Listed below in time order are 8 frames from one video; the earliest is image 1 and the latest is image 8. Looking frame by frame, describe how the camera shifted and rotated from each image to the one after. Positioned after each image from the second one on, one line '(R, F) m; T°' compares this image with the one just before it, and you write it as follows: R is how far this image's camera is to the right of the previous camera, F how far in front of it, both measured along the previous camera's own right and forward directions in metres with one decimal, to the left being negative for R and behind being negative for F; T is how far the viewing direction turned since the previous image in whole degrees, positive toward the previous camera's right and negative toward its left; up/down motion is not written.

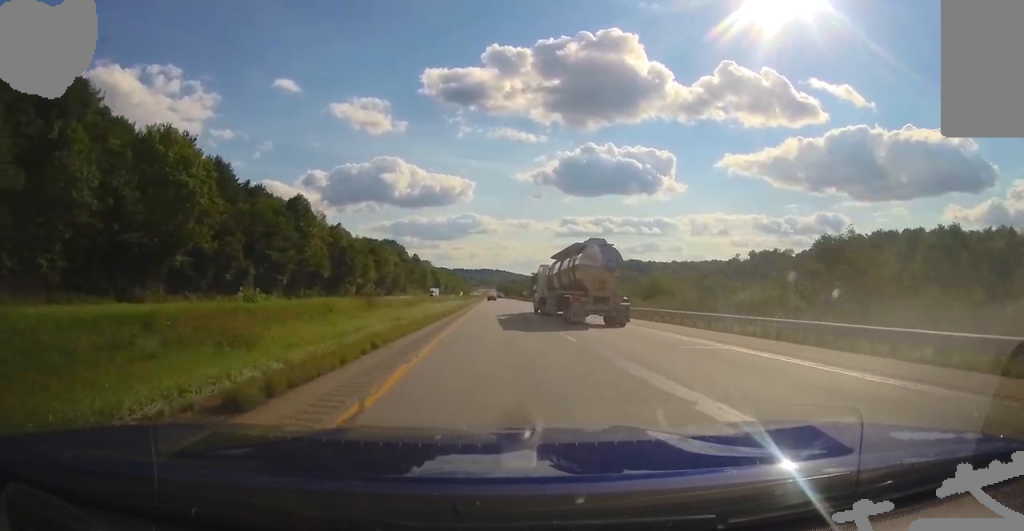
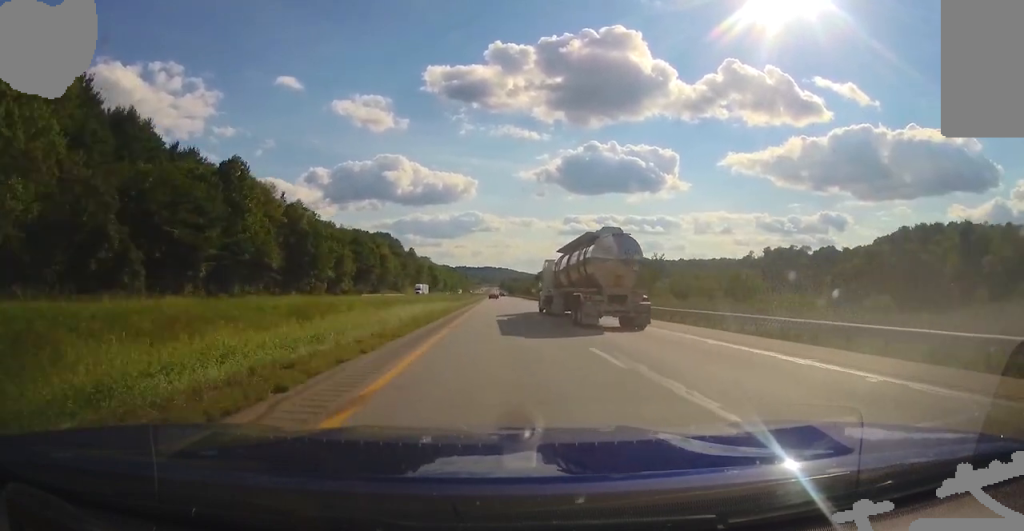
(0.0, +30.2) m; 0°
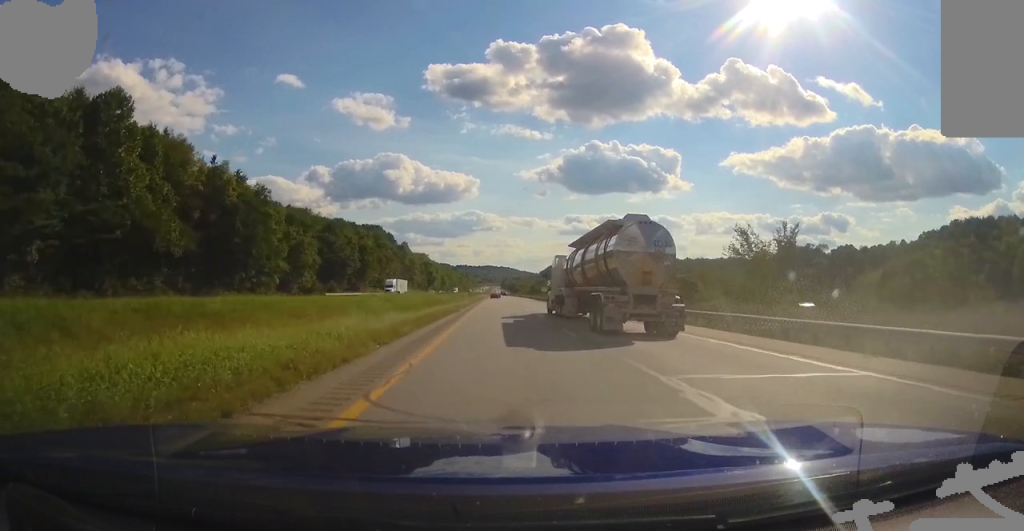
(0.0, +30.4) m; 0°
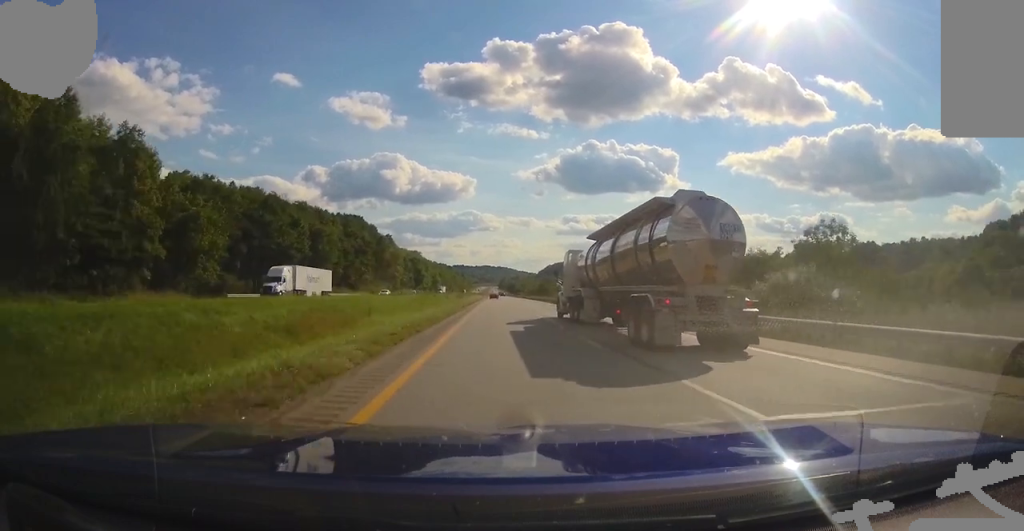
(0.0, +39.6) m; 0°
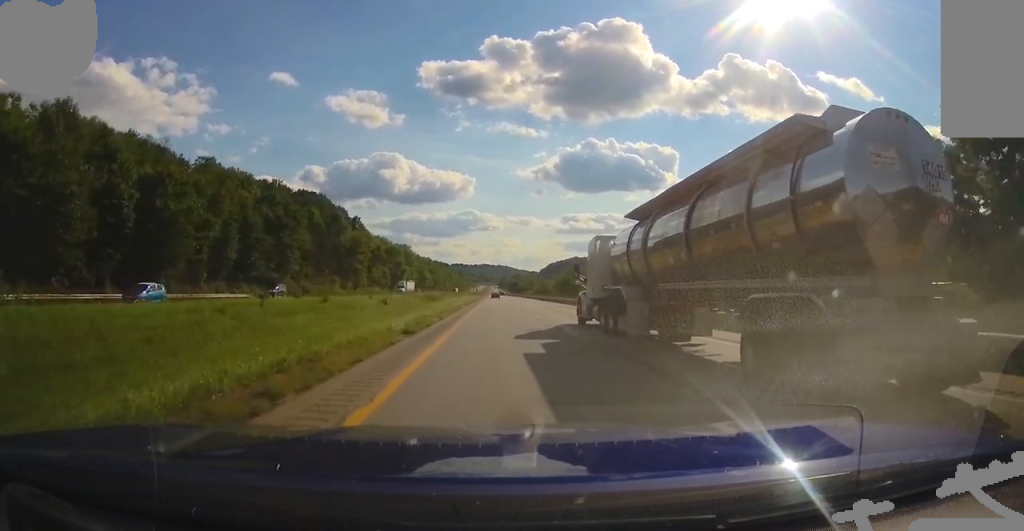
(0.0, +59.1) m; 0°
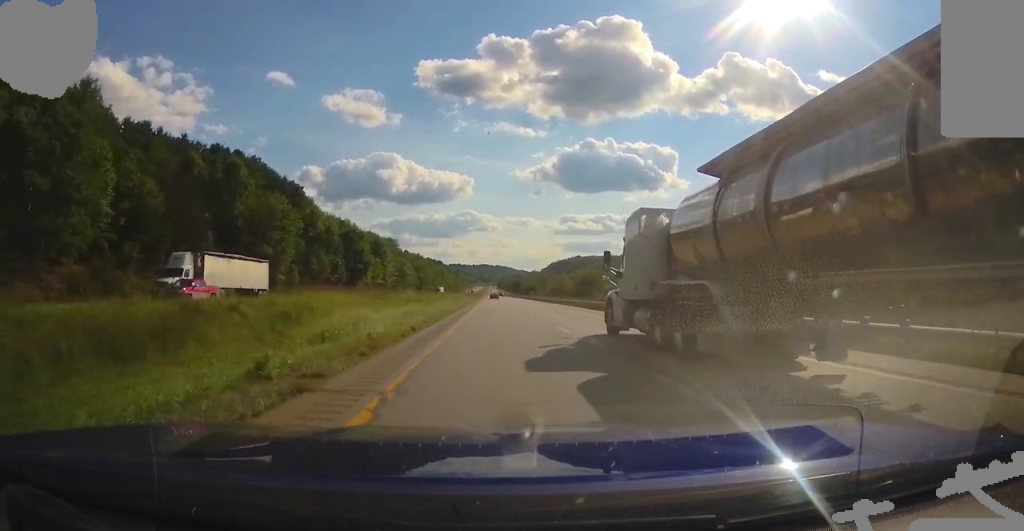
(+0.4, +58.8) m; 0°
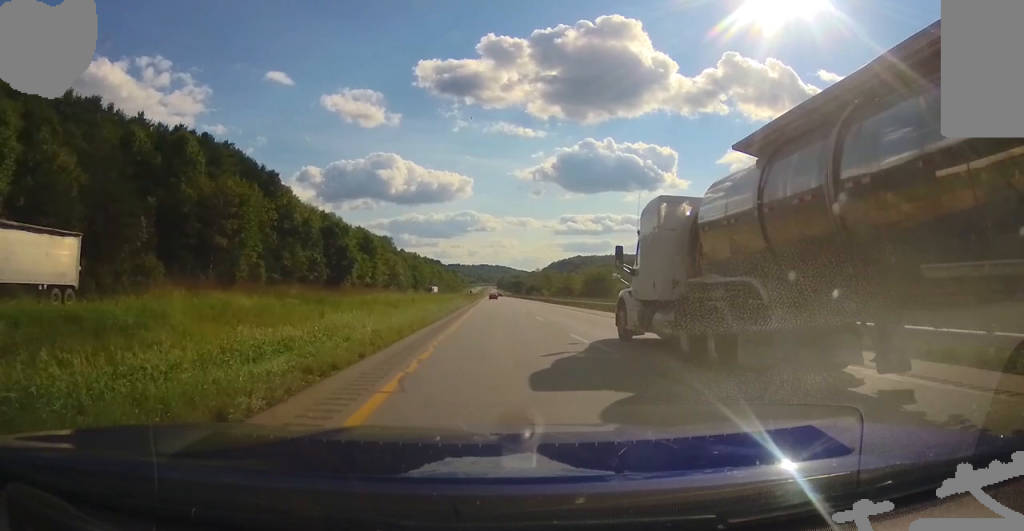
(-0.1, +16.2) m; 0°
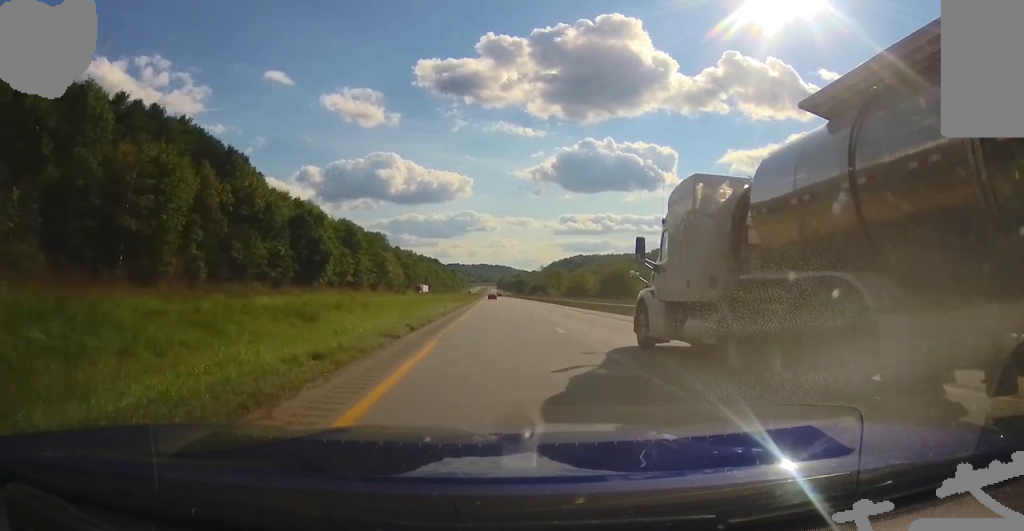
(0.0, +20.7) m; 0°
